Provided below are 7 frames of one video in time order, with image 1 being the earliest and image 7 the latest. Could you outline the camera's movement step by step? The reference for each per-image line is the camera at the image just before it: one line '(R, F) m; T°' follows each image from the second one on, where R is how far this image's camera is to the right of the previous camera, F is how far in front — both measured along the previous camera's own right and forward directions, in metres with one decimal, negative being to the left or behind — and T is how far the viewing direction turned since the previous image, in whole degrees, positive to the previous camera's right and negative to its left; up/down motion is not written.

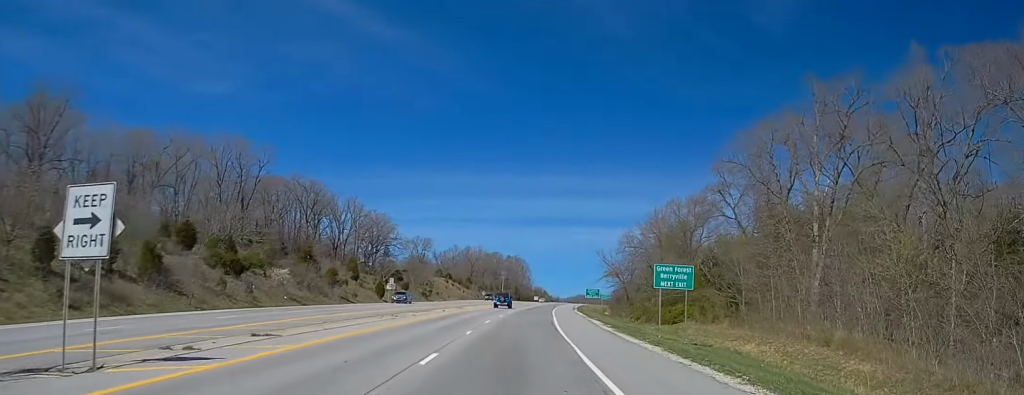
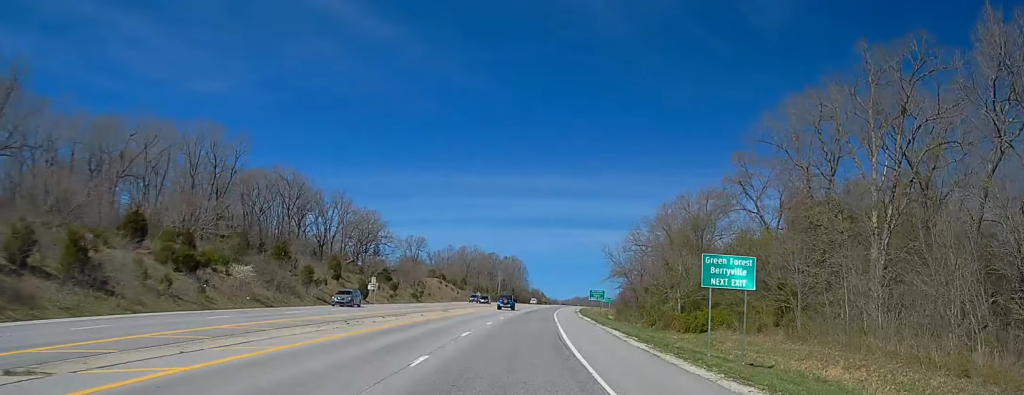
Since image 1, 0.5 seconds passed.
(+0.1, +12.9) m; 0°
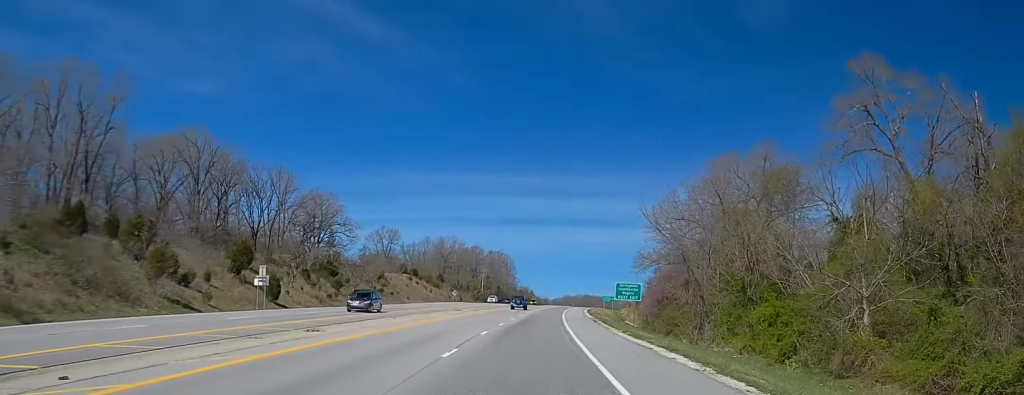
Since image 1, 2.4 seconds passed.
(+0.4, +44.7) m; +1°
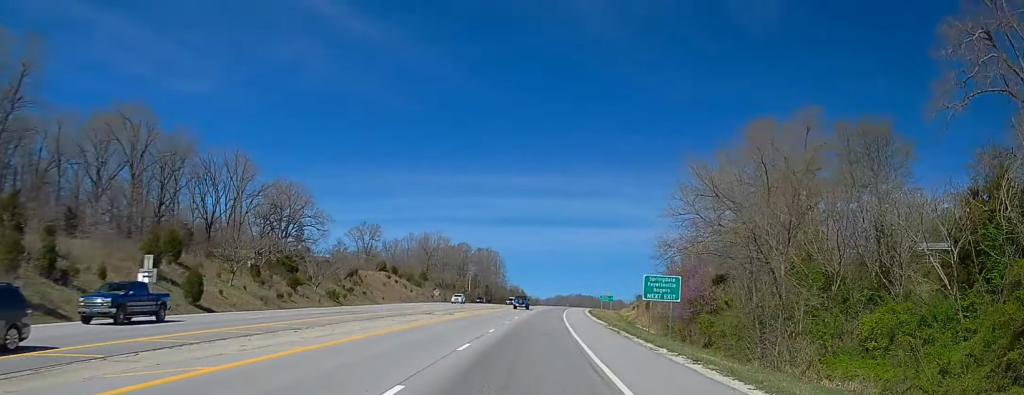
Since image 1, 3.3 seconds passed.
(+0.1, +21.0) m; 0°
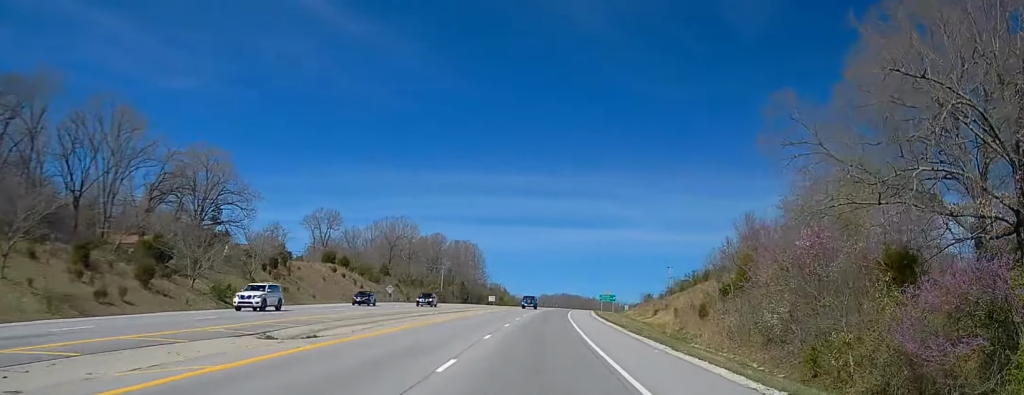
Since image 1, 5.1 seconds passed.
(+0.6, +43.3) m; +1°
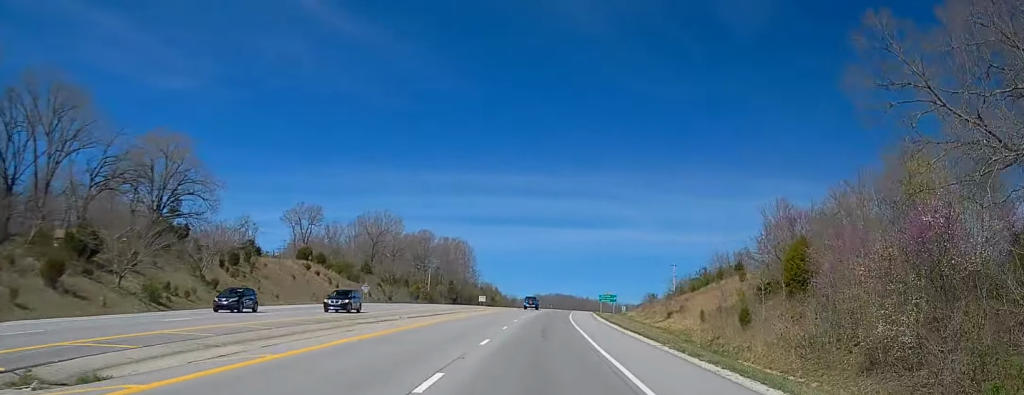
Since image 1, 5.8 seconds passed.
(0.0, +15.2) m; 0°
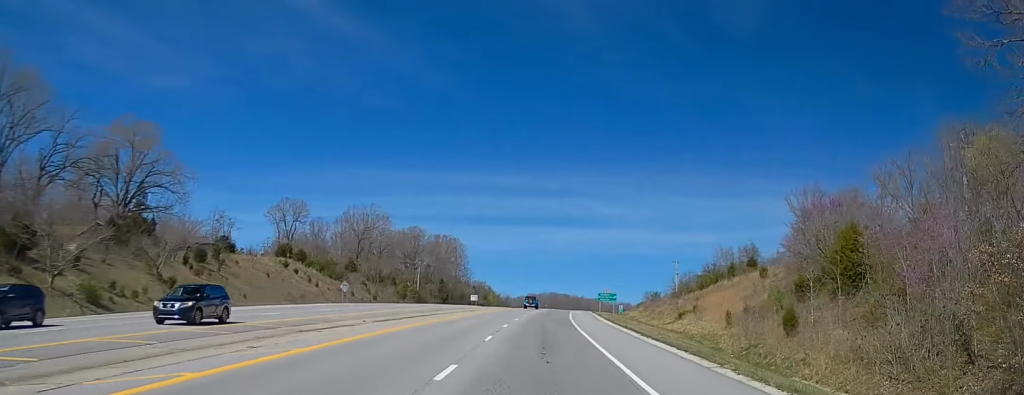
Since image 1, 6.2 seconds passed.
(-0.1, +10.5) m; 0°
